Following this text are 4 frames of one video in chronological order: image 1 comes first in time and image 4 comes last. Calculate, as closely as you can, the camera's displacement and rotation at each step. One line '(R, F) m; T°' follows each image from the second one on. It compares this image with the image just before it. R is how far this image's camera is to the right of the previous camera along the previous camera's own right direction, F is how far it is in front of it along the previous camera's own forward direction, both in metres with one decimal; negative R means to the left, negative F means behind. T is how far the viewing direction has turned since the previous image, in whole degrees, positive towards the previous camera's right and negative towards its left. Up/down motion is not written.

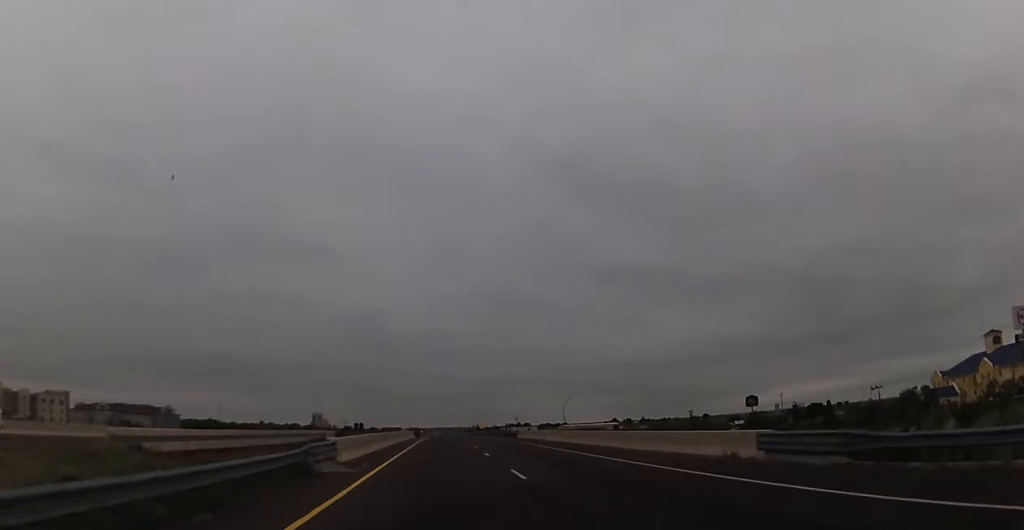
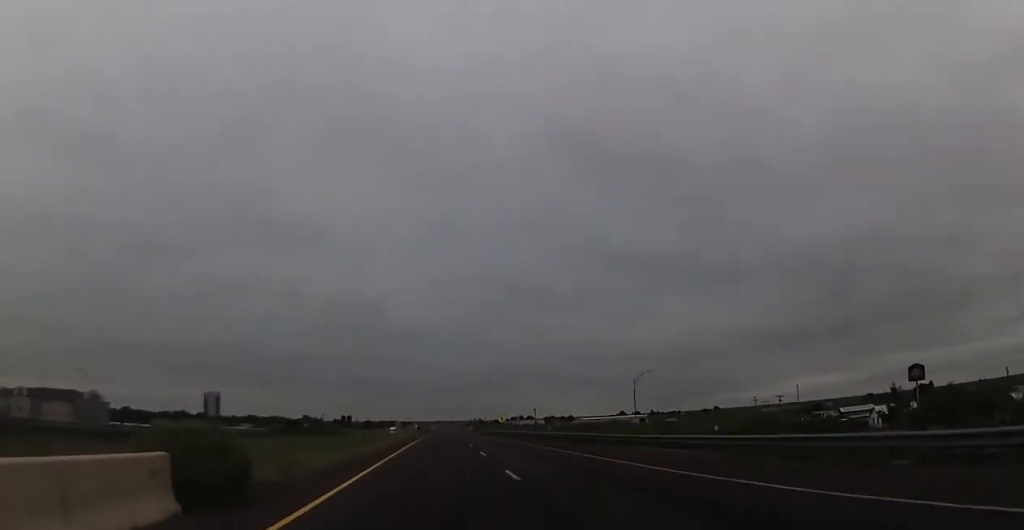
(-0.9, +72.8) m; -1°
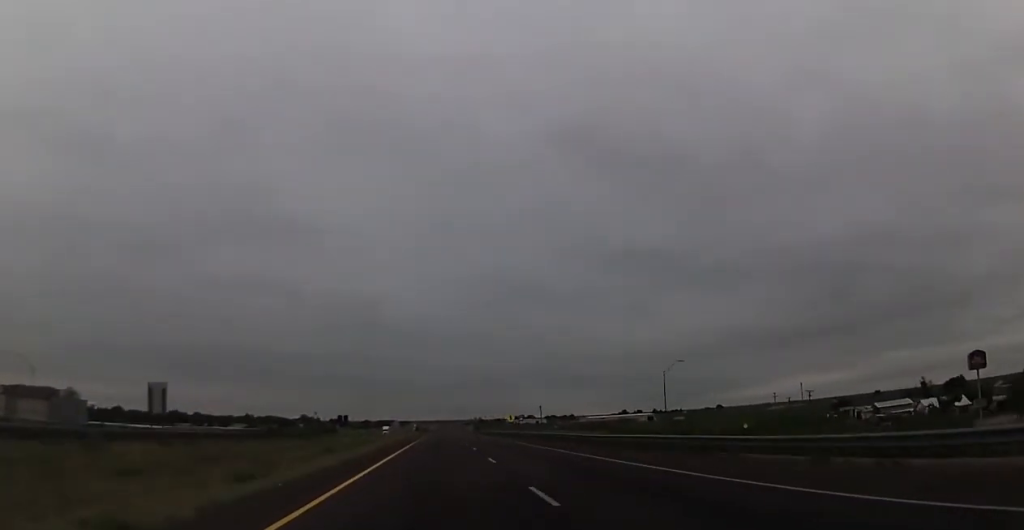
(+0.1, +17.4) m; 0°
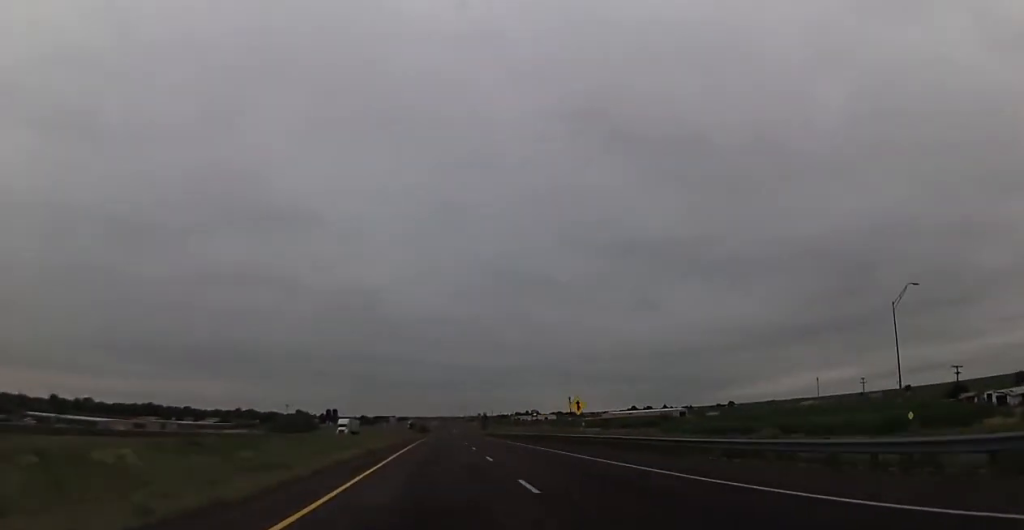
(+0.5, +58.2) m; 0°
